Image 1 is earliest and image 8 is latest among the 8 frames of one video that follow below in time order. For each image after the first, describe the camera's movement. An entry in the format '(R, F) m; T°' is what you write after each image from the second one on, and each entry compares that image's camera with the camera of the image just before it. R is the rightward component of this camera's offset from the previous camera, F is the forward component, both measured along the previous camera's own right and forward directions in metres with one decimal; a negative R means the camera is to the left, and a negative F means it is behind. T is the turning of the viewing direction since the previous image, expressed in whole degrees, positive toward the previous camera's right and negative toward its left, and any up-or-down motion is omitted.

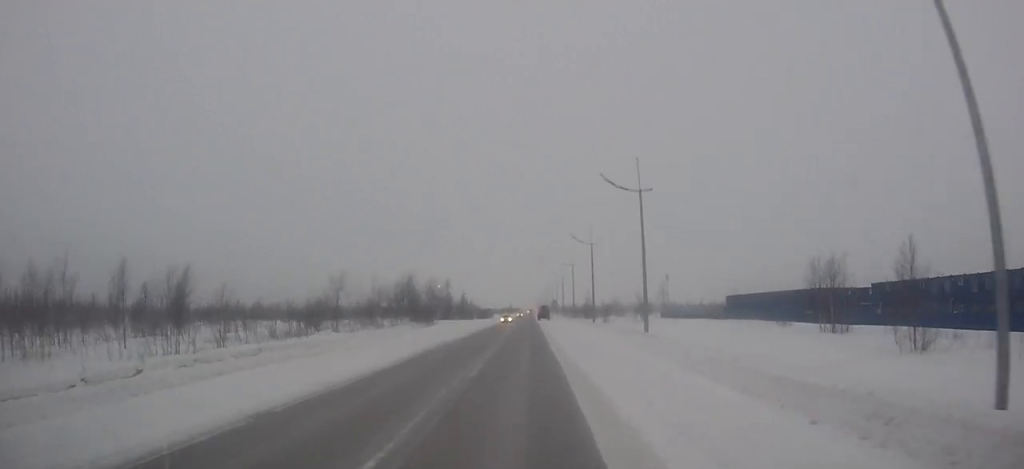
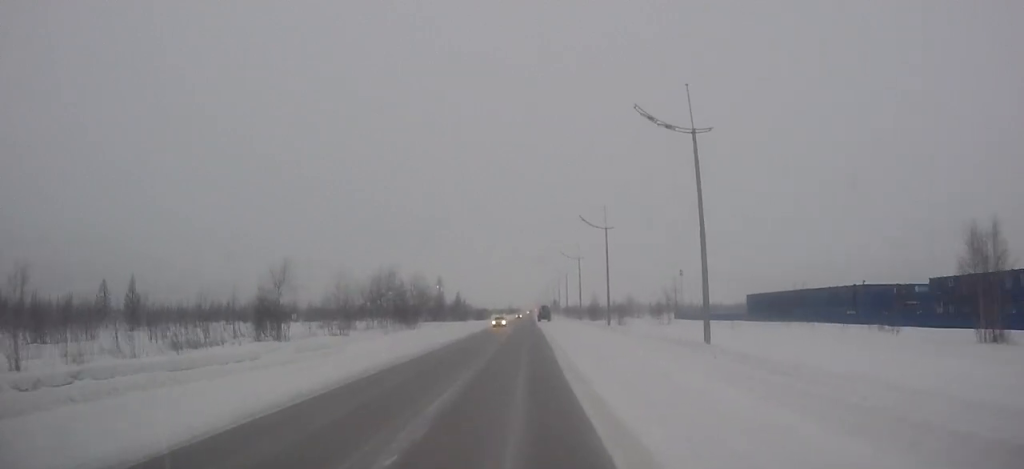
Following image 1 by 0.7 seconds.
(0.0, +13.1) m; 0°
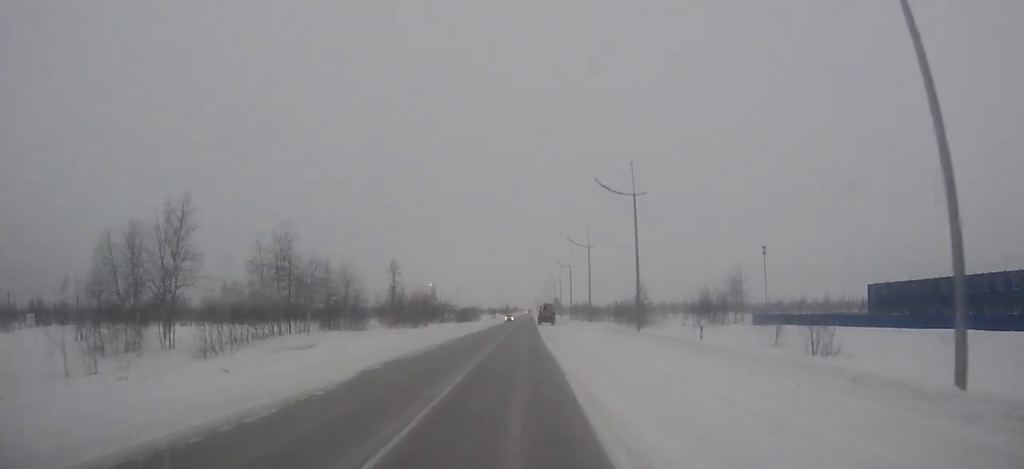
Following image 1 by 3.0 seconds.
(0.0, +46.2) m; 0°
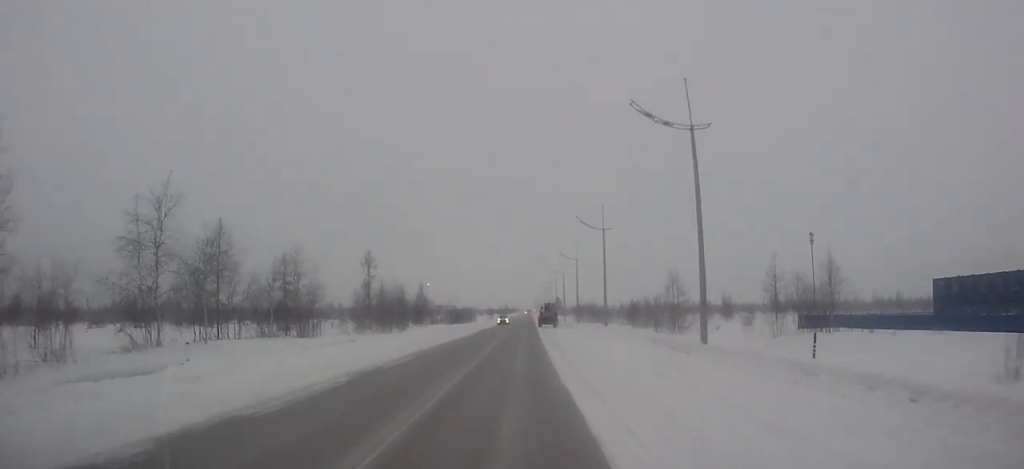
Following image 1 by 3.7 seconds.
(0.0, +14.6) m; 0°
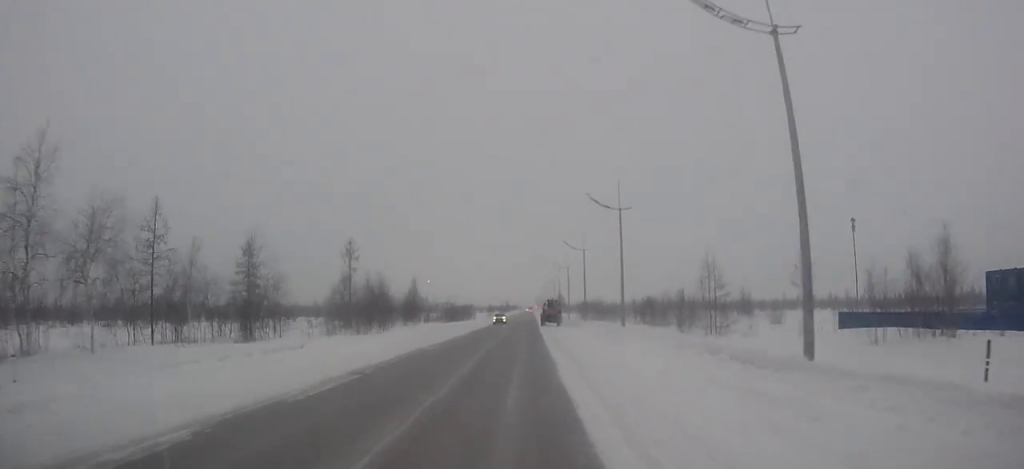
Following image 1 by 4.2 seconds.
(0.0, +9.3) m; 0°
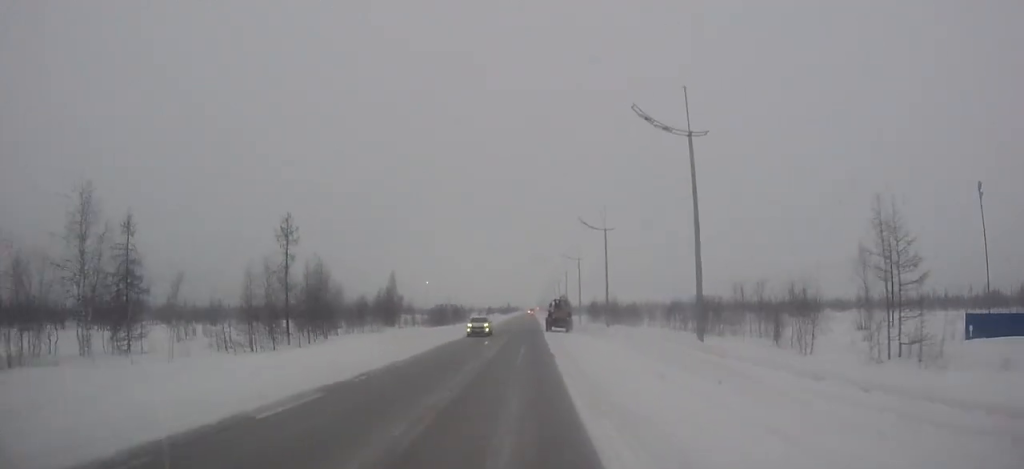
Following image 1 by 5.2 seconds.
(0.0, +20.0) m; 0°
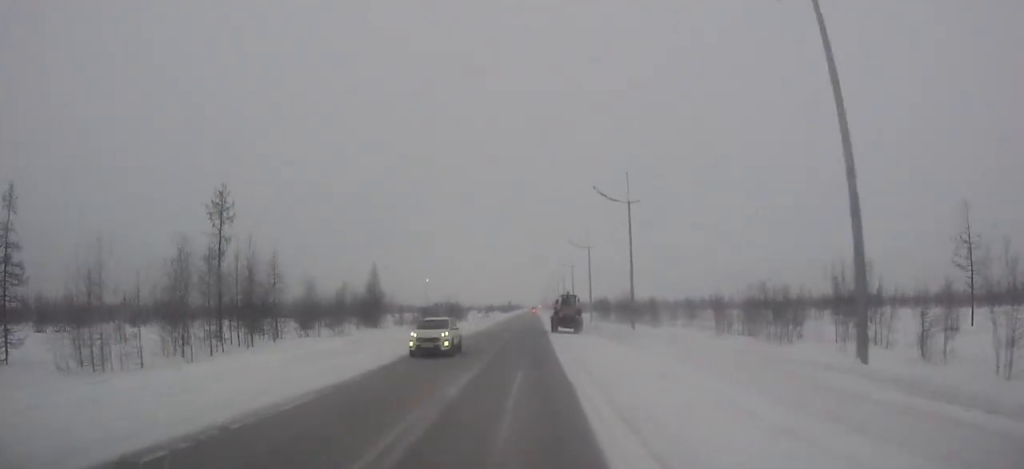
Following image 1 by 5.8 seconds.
(0.0, +12.7) m; 0°
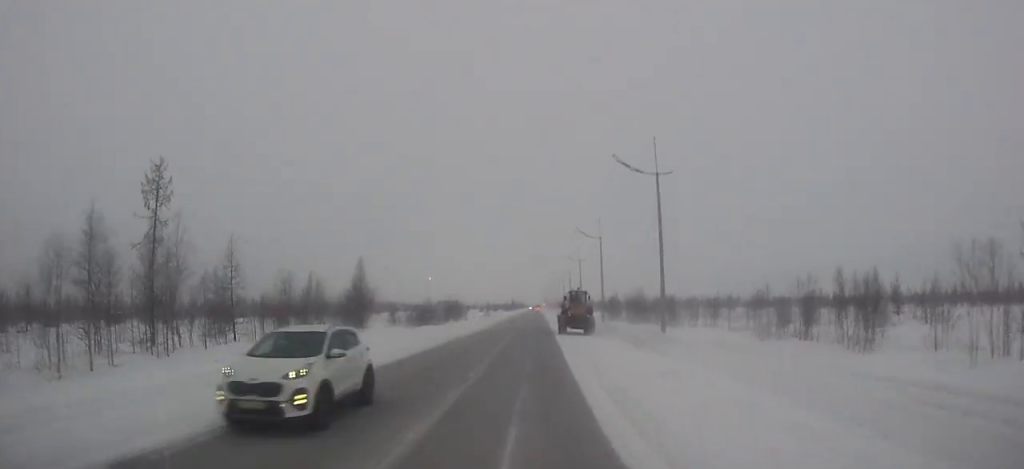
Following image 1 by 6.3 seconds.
(0.0, +8.7) m; 0°
